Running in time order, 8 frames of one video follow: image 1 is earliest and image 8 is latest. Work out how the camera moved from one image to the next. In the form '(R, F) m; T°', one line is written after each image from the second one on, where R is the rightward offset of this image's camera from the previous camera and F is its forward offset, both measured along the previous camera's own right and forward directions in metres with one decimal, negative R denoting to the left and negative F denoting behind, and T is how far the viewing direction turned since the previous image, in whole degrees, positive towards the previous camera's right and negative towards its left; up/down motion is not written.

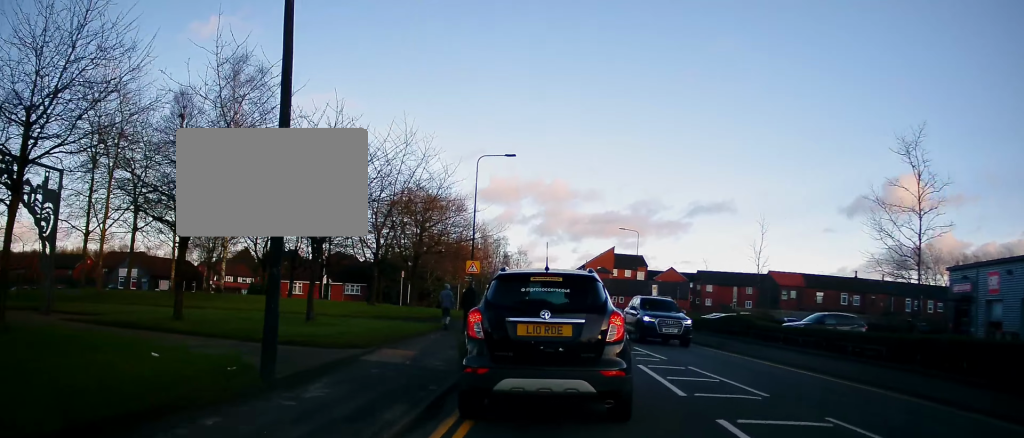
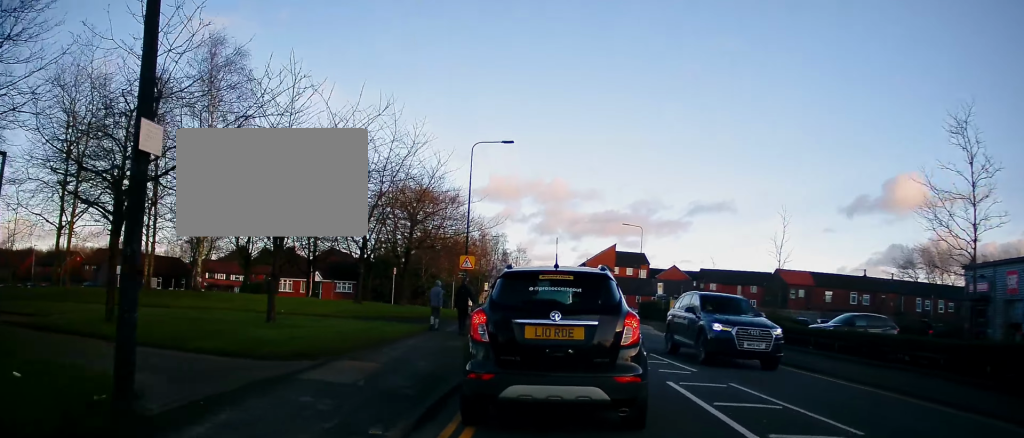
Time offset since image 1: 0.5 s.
(-0.3, +2.5) m; 0°
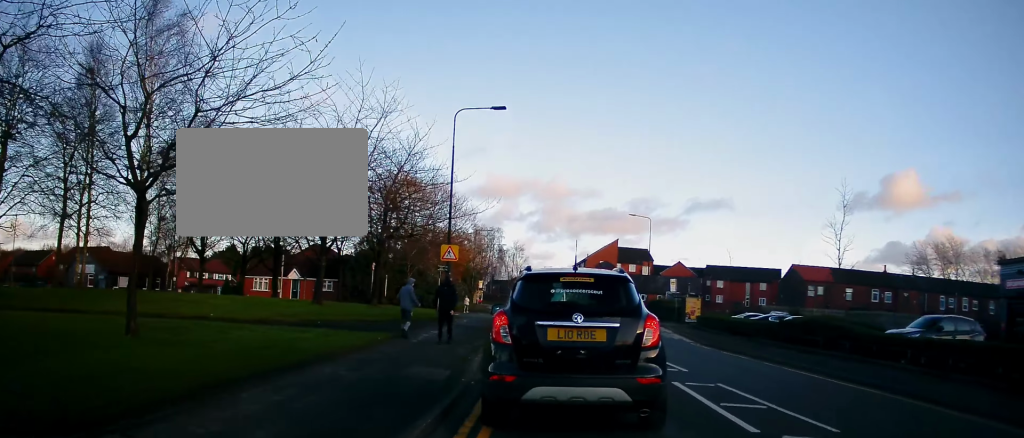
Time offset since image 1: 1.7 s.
(+0.3, +5.9) m; +7°
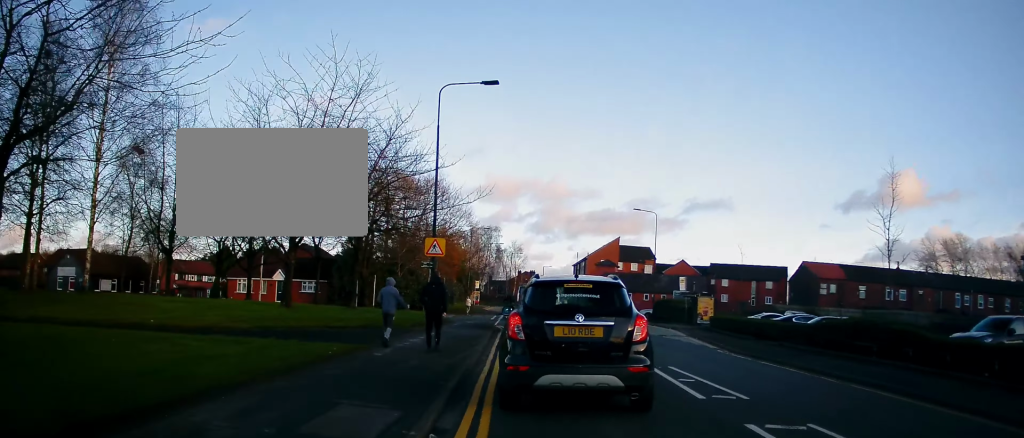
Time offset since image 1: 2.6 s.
(+0.1, +3.7) m; +1°
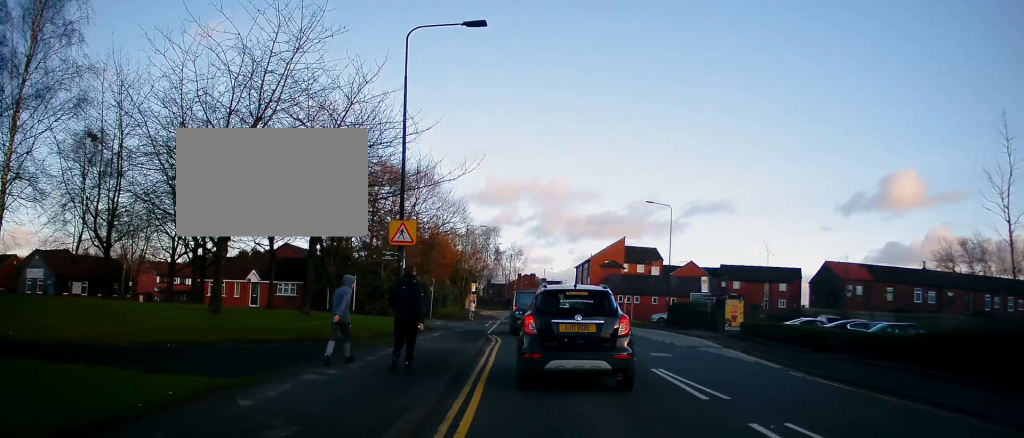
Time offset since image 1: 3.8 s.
(-0.1, +6.2) m; -3°
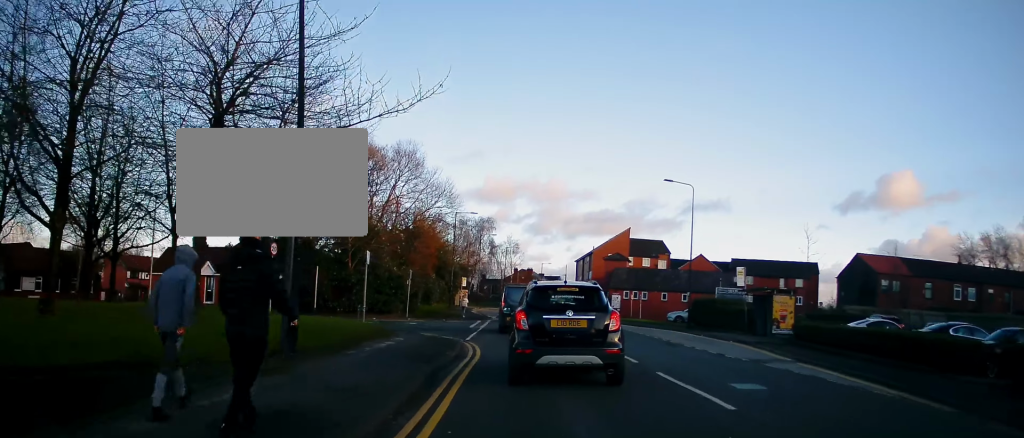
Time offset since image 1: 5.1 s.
(-0.5, +7.7) m; -6°
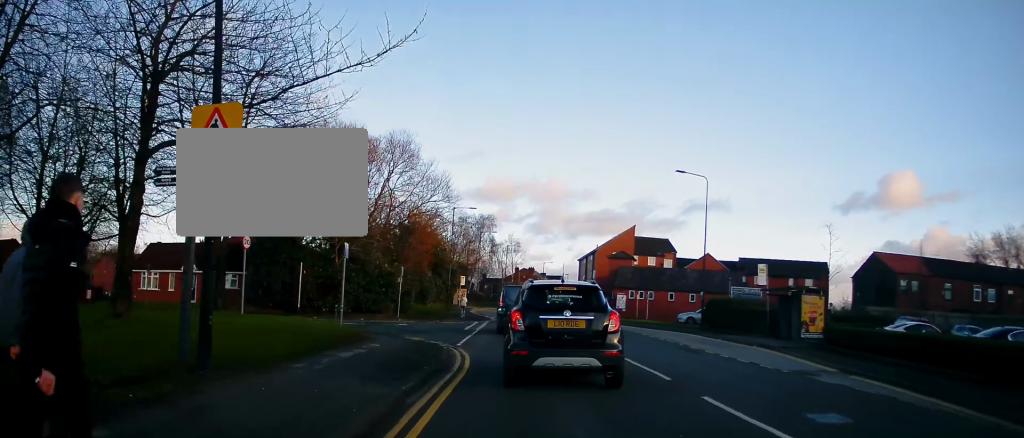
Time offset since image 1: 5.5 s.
(-0.3, +3.0) m; +2°
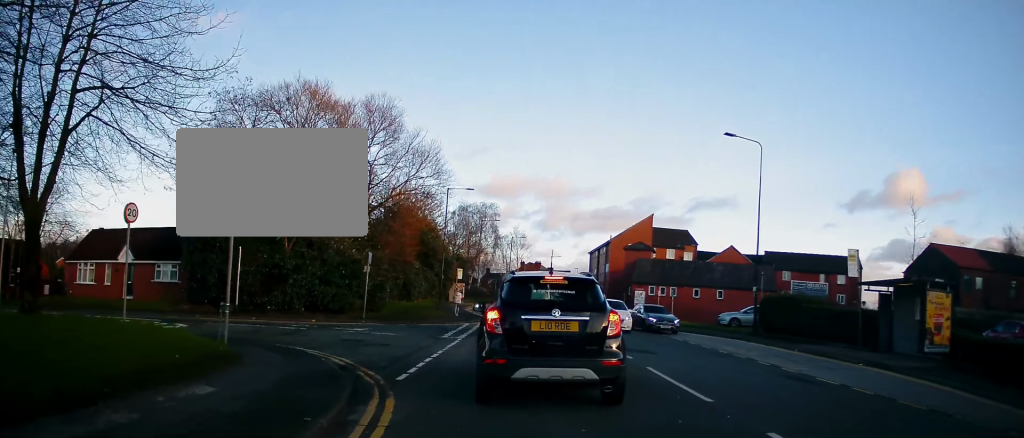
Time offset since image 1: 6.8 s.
(+0.8, +8.2) m; +3°
